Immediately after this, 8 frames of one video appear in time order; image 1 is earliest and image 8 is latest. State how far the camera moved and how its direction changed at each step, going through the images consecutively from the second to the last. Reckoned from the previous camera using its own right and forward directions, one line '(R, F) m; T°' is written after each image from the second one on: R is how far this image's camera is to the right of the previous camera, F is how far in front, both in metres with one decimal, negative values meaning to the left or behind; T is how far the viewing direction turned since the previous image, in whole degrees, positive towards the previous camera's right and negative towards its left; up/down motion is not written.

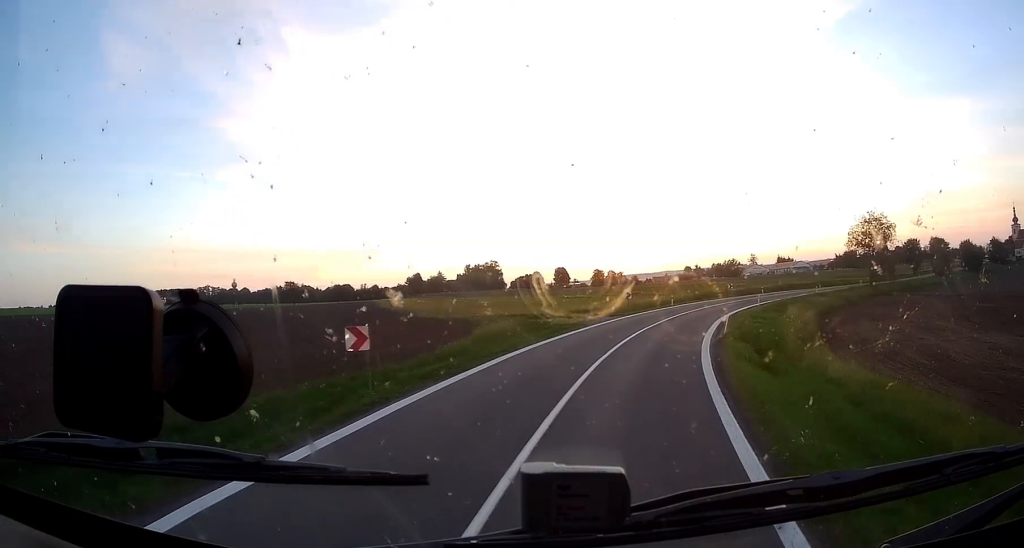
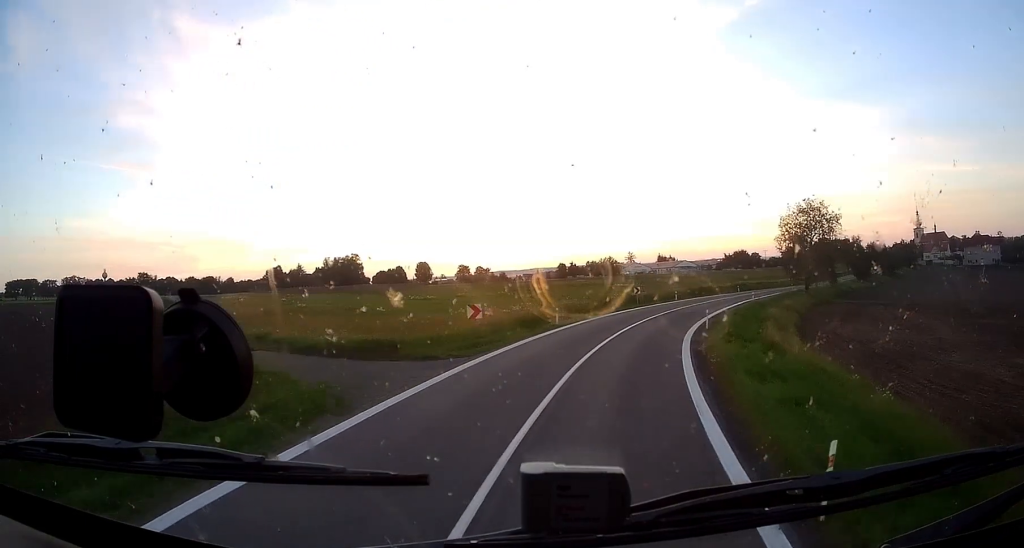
(+2.0, +20.9) m; +12°
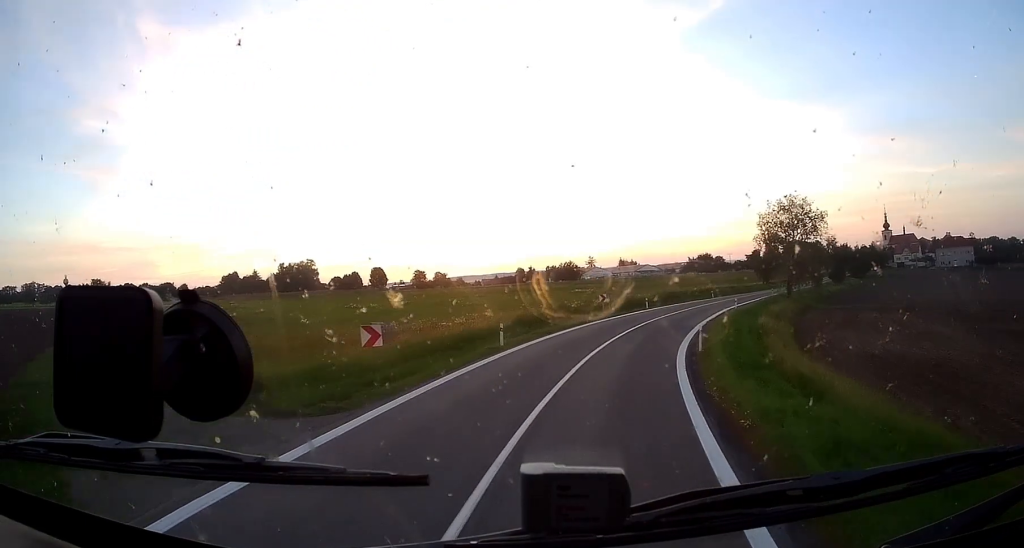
(+0.5, +7.2) m; +3°
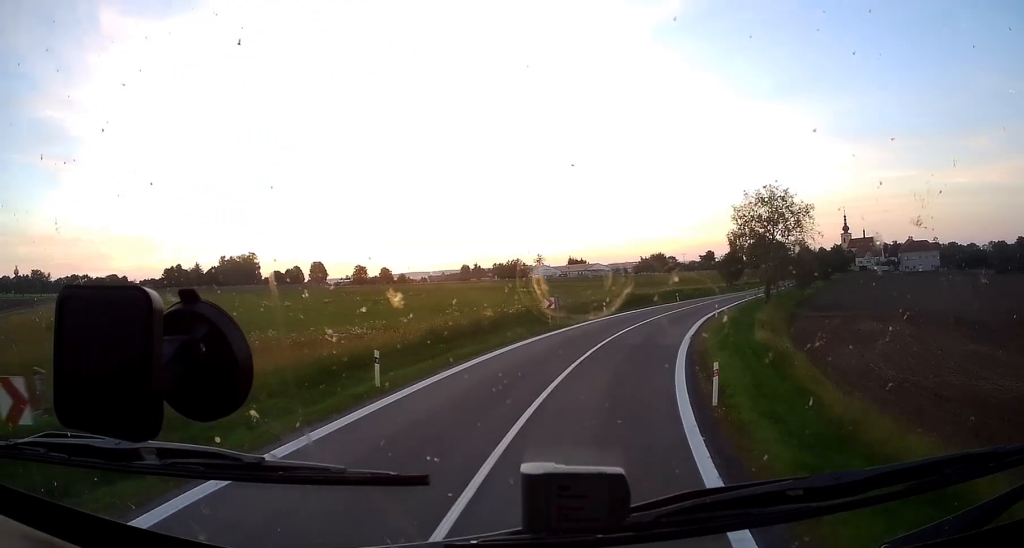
(+0.3, +9.8) m; +4°
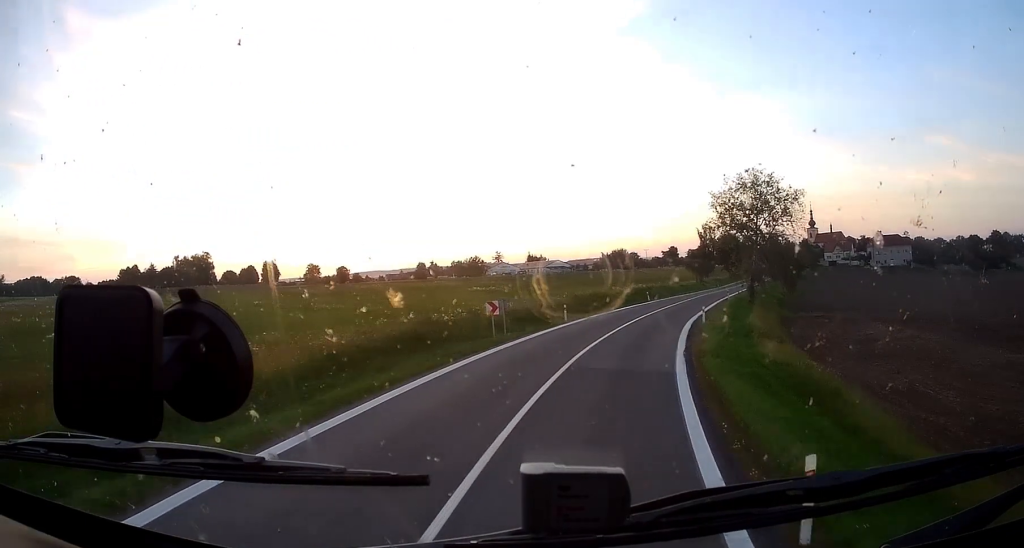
(-0.2, +7.4) m; +3°
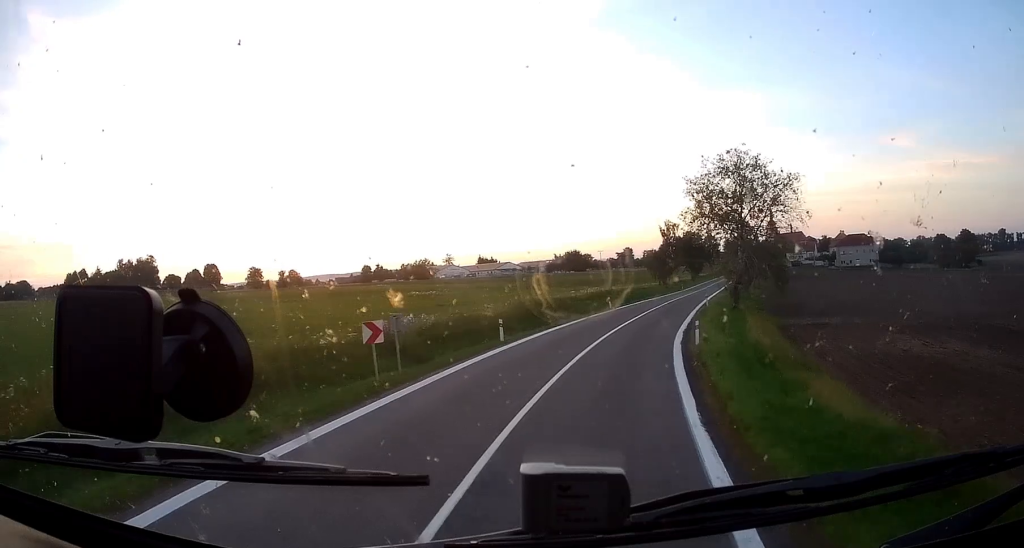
(+0.6, +9.4) m; +4°
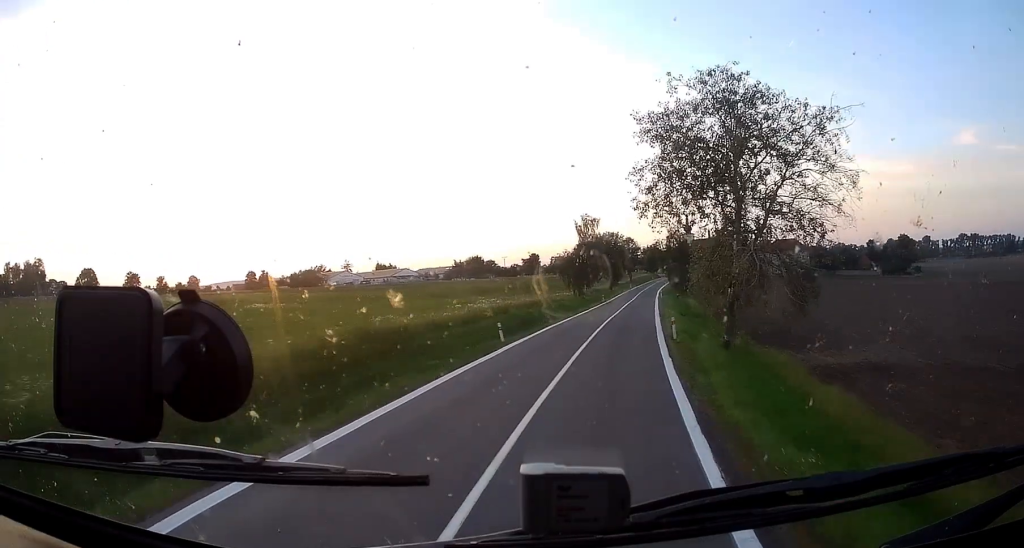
(+1.4, +19.7) m; +5°
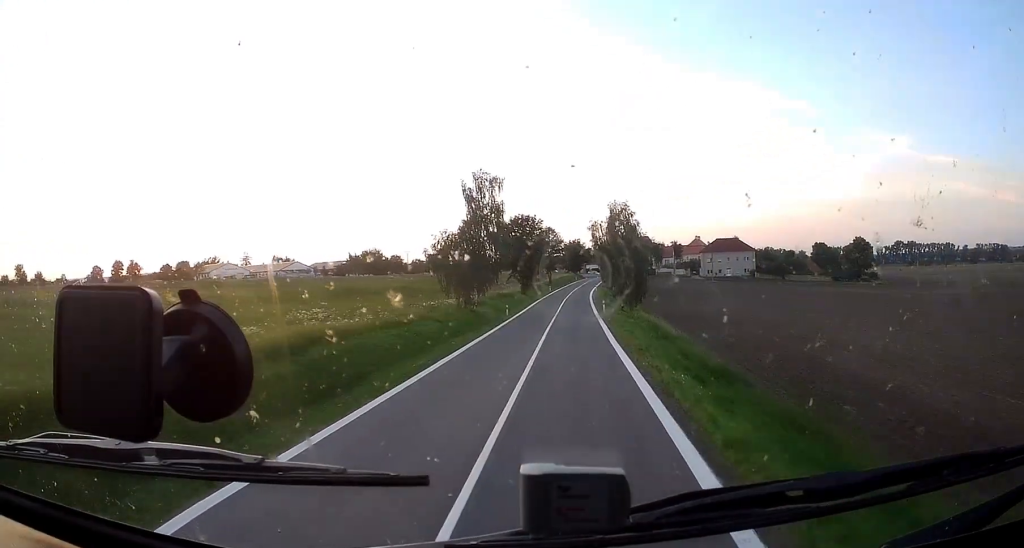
(+1.8, +30.3) m; +7°
